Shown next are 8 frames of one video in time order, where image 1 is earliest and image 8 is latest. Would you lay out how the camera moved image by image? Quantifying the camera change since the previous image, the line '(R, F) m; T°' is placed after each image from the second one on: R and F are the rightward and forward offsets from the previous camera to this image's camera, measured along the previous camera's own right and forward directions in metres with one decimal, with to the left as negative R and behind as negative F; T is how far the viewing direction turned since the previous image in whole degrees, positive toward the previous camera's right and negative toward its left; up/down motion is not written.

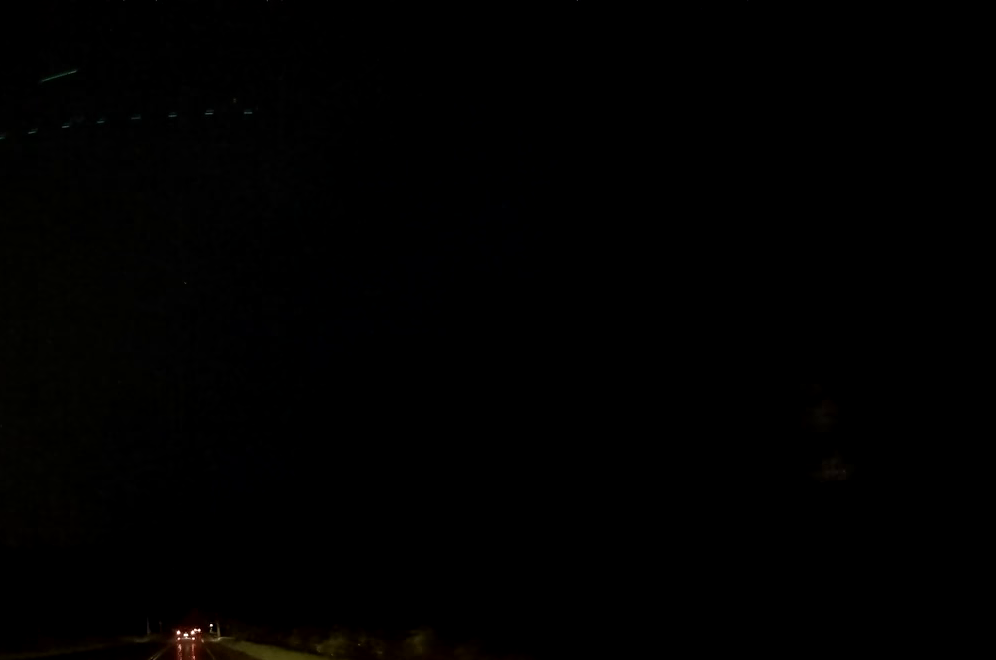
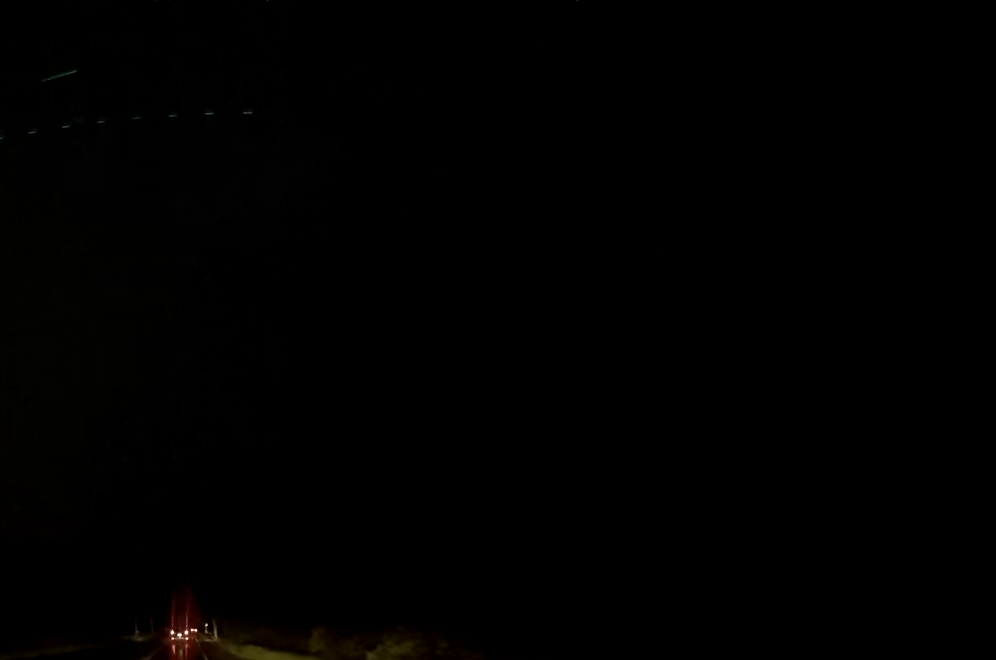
(+0.2, +12.8) m; +1°
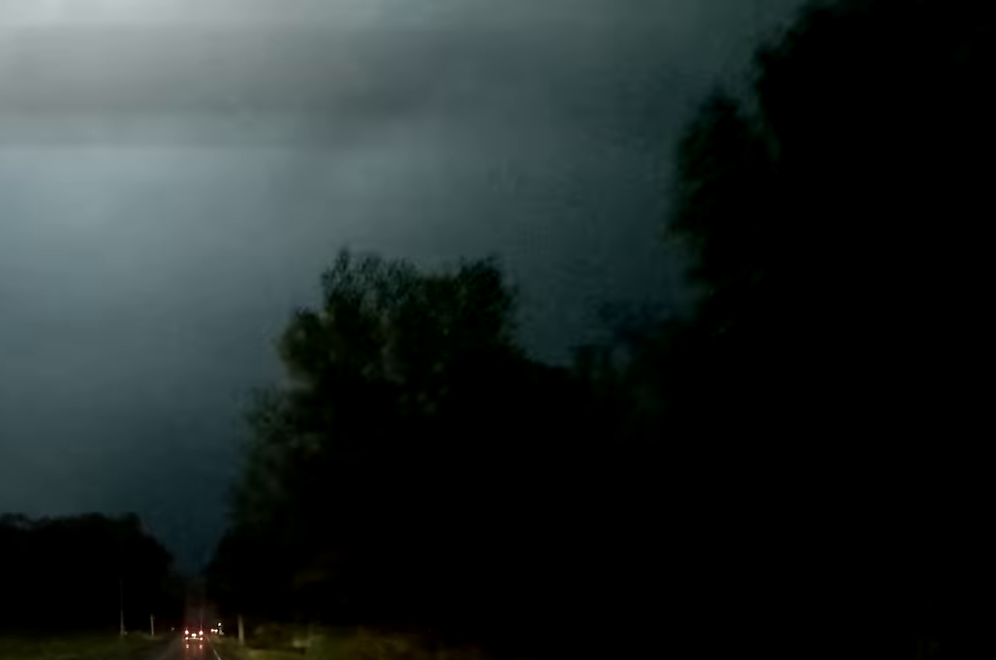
(-0.2, +32.1) m; -1°
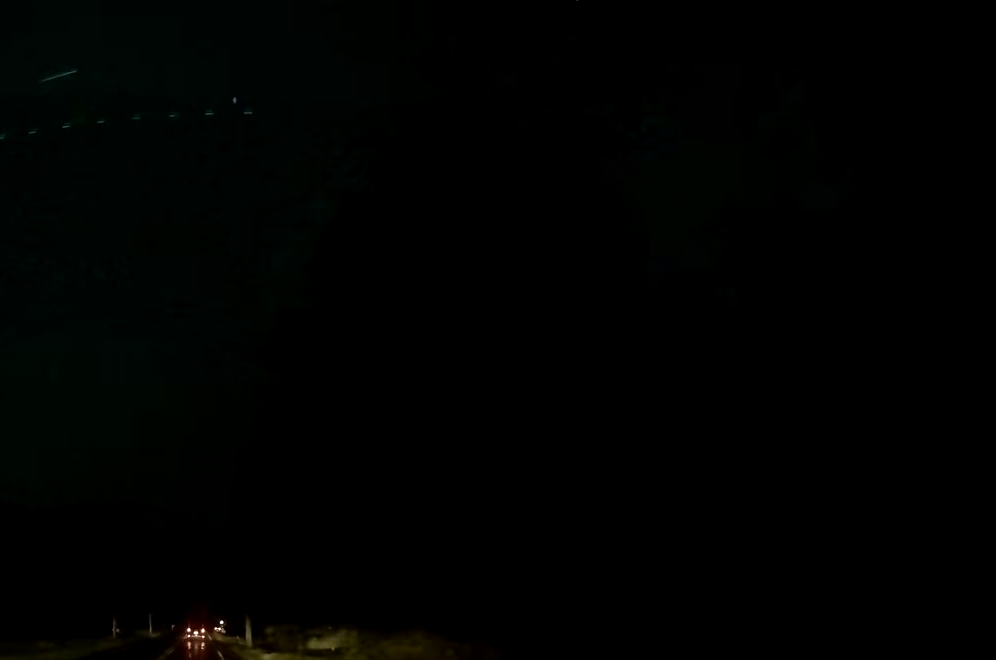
(0.0, +7.2) m; 0°
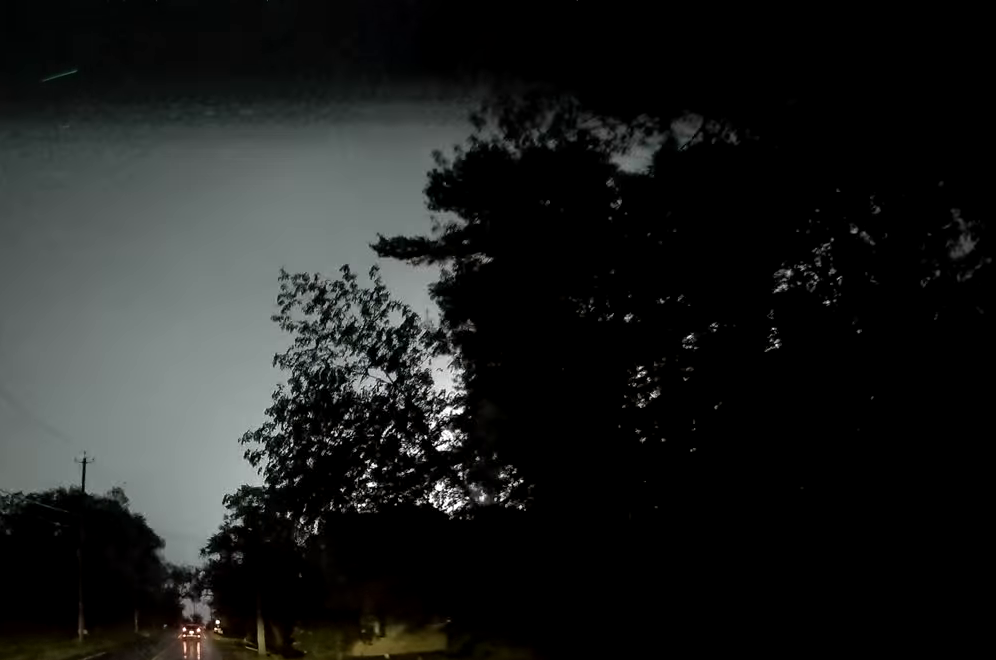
(0.0, +14.6) m; 0°
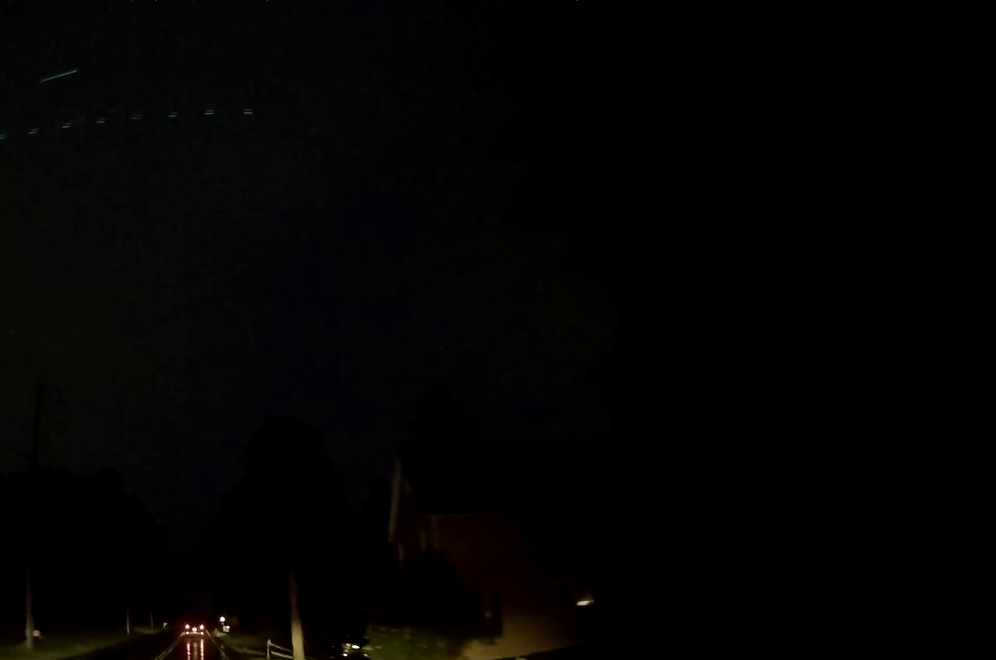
(0.0, +13.9) m; 0°
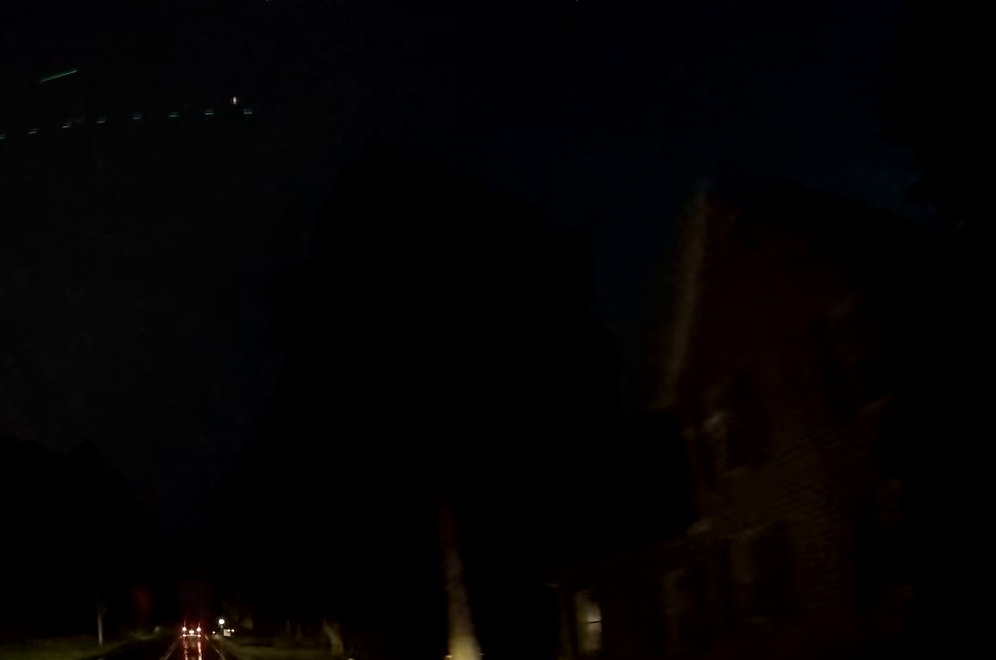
(+0.1, +18.5) m; +1°
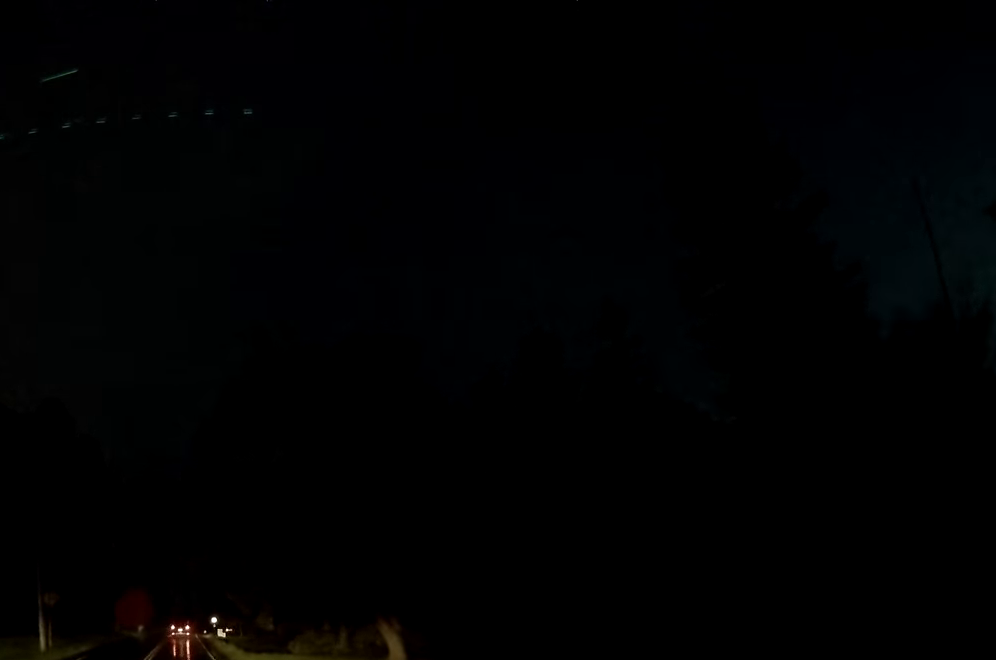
(+0.2, +16.7) m; +1°
